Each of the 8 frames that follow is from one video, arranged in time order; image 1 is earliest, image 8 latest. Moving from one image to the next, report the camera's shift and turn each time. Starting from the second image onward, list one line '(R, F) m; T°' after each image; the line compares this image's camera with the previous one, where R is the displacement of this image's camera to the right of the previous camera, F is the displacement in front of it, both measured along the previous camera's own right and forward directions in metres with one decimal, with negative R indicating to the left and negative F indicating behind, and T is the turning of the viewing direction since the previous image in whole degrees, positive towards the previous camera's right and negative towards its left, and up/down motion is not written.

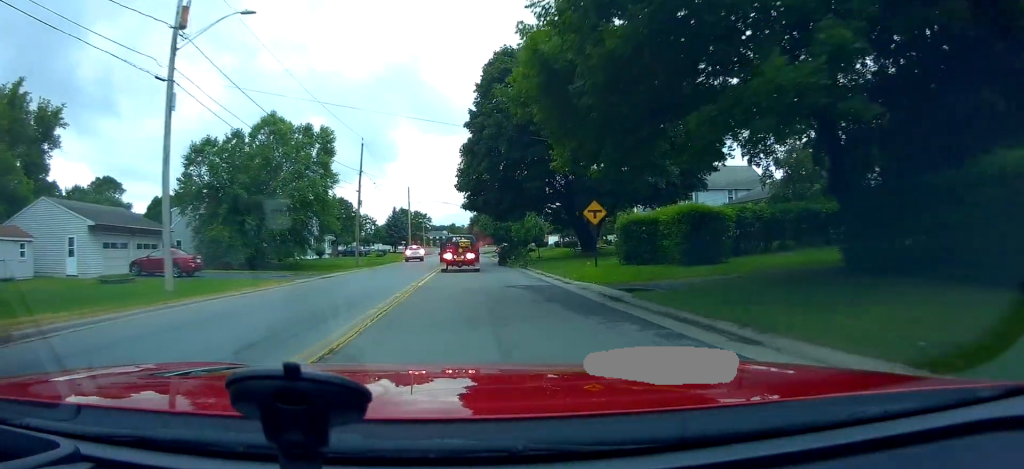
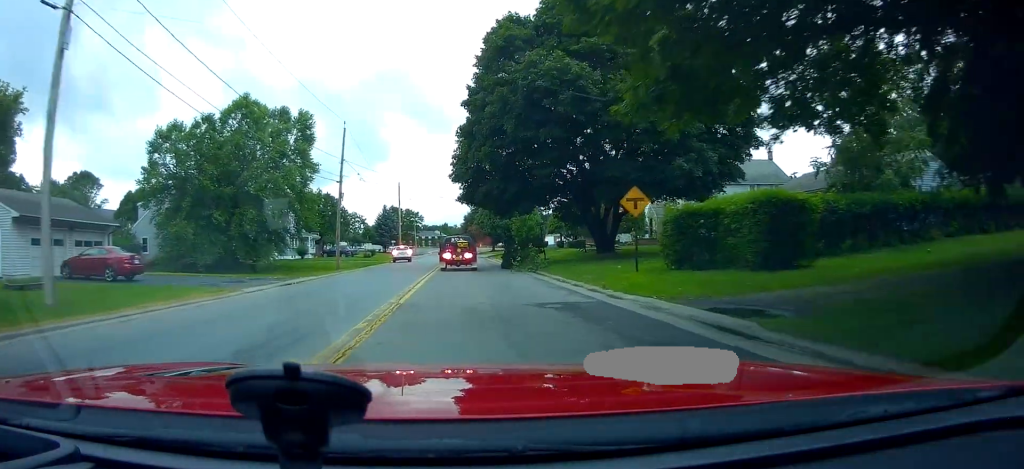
(+0.6, +6.4) m; +2°
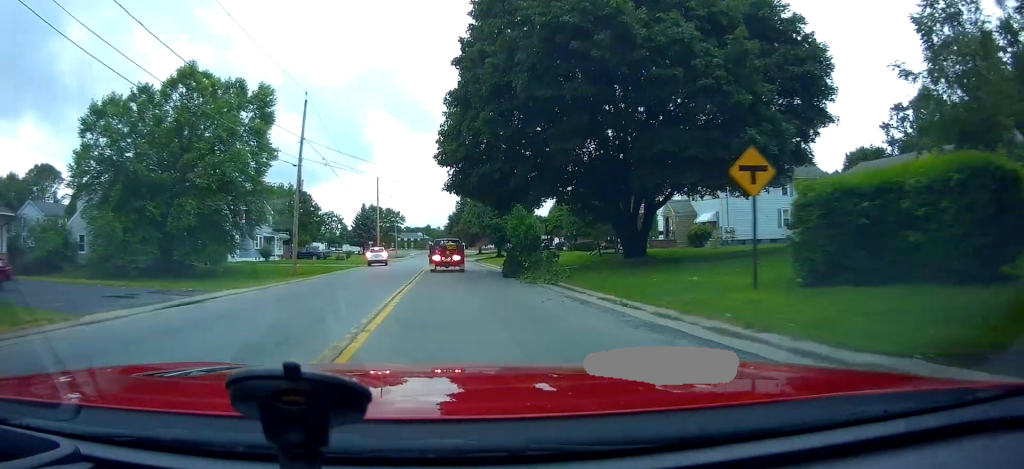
(-0.2, +8.8) m; +1°
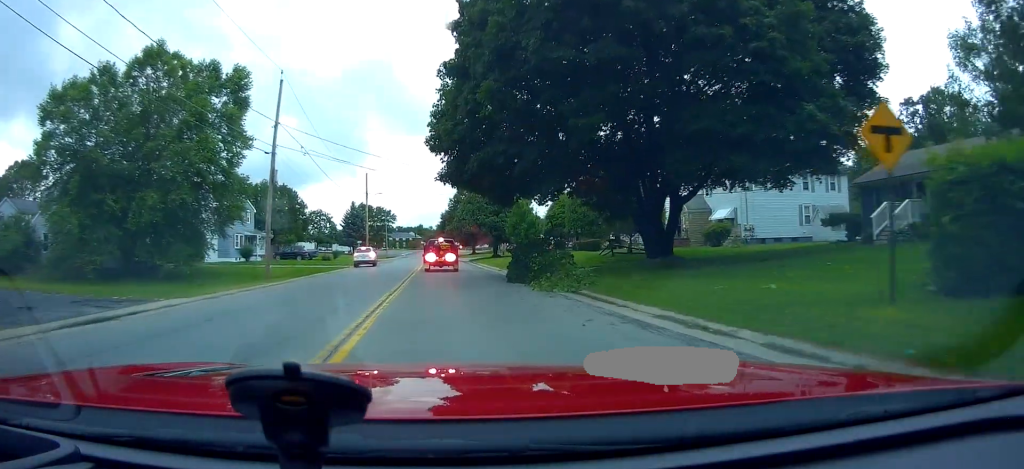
(+0.1, +4.4) m; +1°
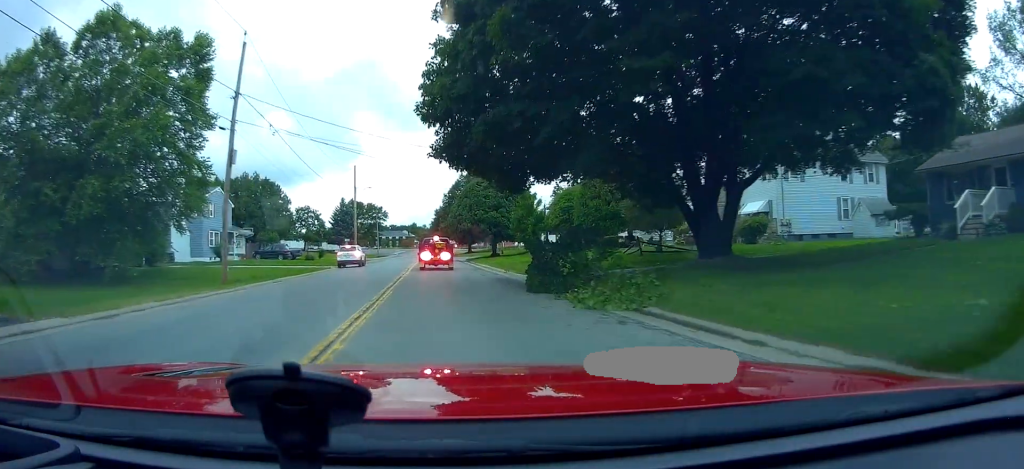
(+0.3, +5.9) m; +1°
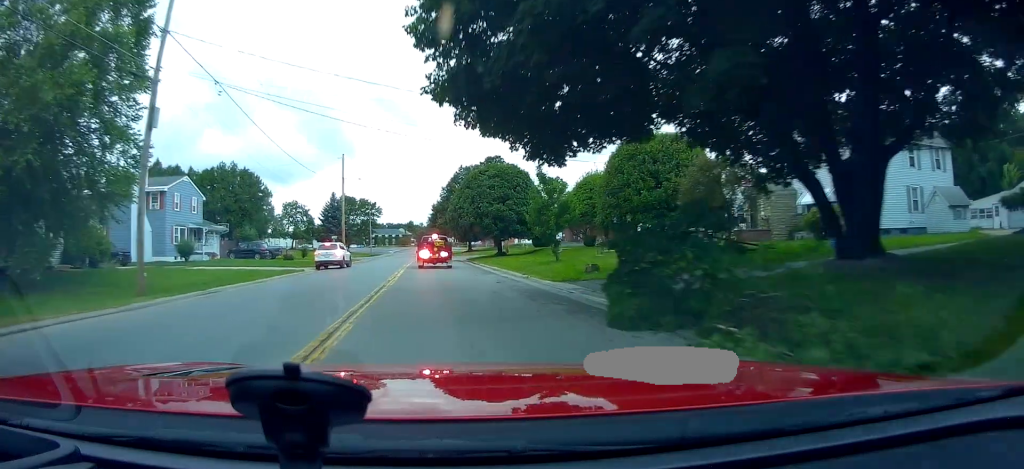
(-0.2, +7.8) m; 0°
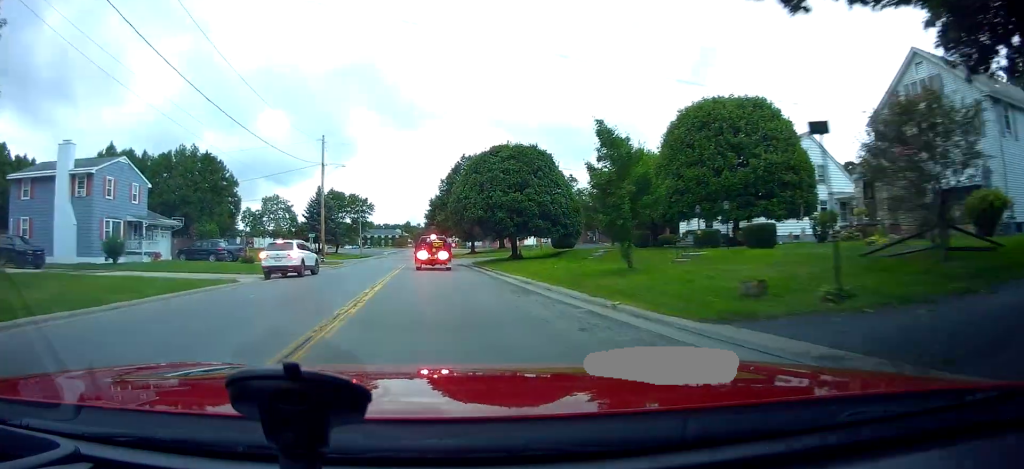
(+0.2, +11.4) m; -3°
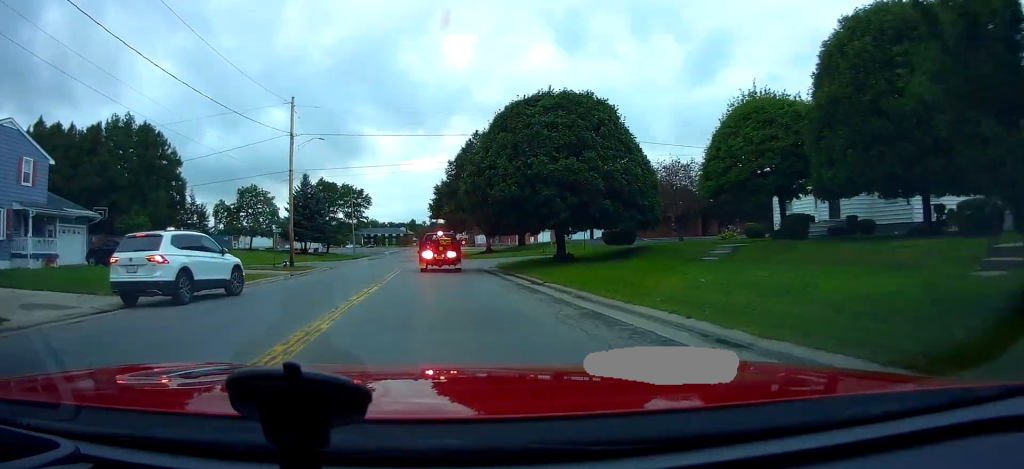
(-1.0, +14.0) m; -3°
